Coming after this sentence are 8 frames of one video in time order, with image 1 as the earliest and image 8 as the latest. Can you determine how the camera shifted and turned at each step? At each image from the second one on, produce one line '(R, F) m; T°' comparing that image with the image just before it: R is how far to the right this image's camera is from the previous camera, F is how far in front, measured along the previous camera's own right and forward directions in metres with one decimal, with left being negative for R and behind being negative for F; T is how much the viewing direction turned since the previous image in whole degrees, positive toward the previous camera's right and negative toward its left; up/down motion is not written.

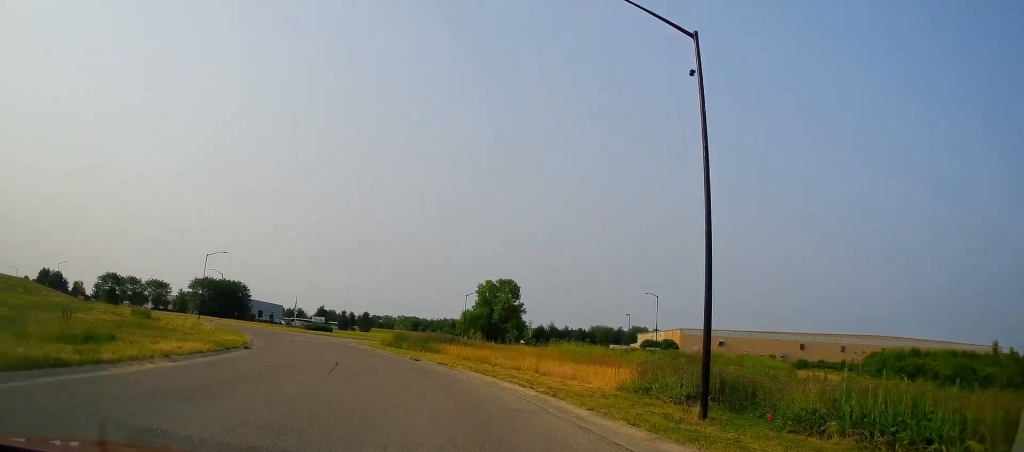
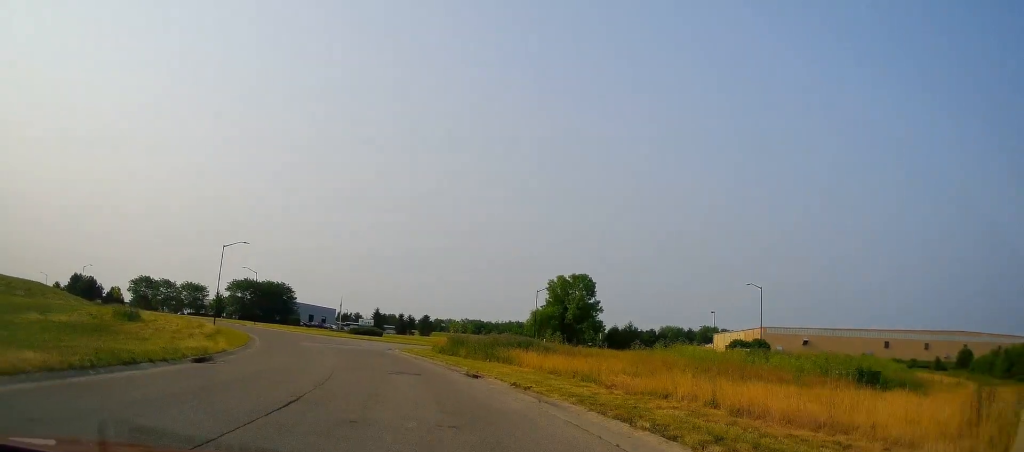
(+0.1, +13.2) m; +1°
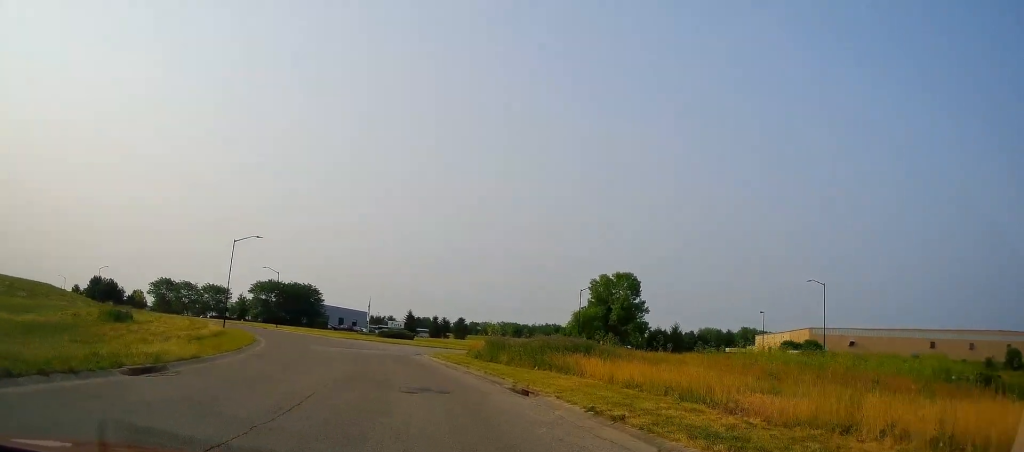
(+0.3, +6.4) m; -1°
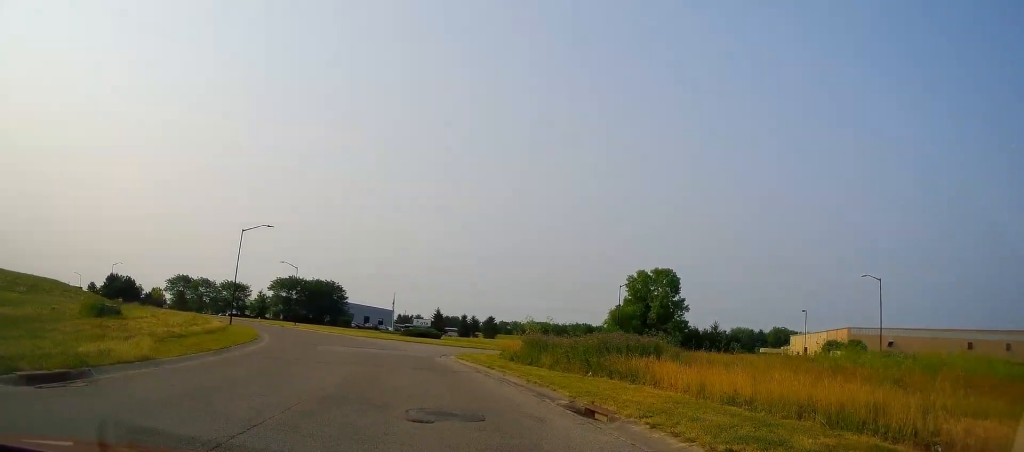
(-0.1, +5.2) m; -3°
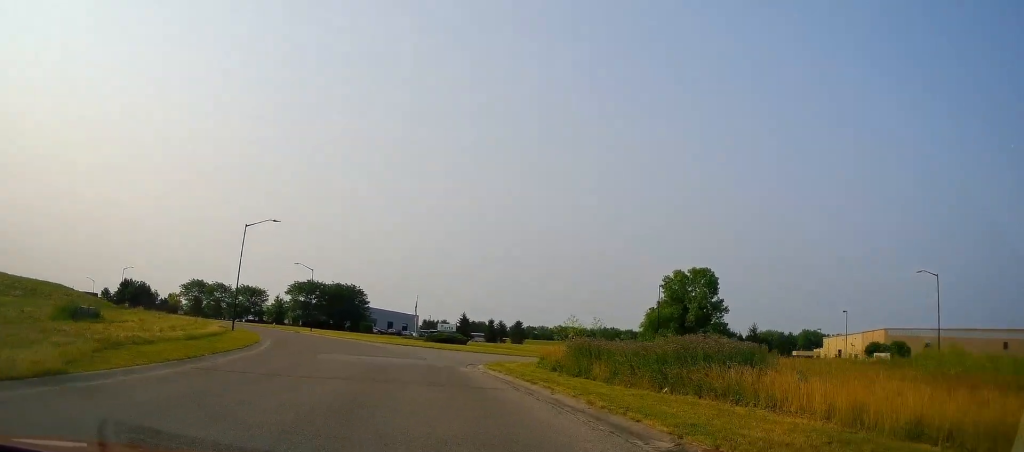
(-0.2, +5.3) m; -4°
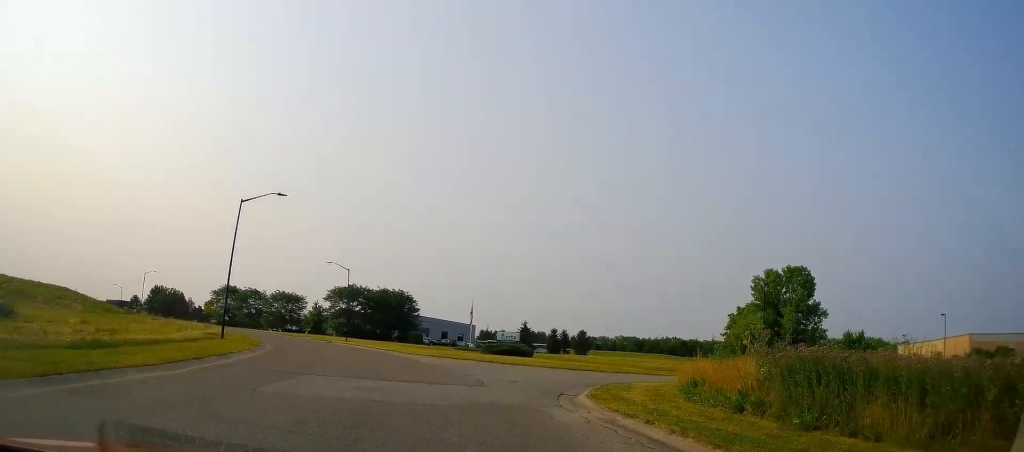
(-1.1, +12.3) m; -6°
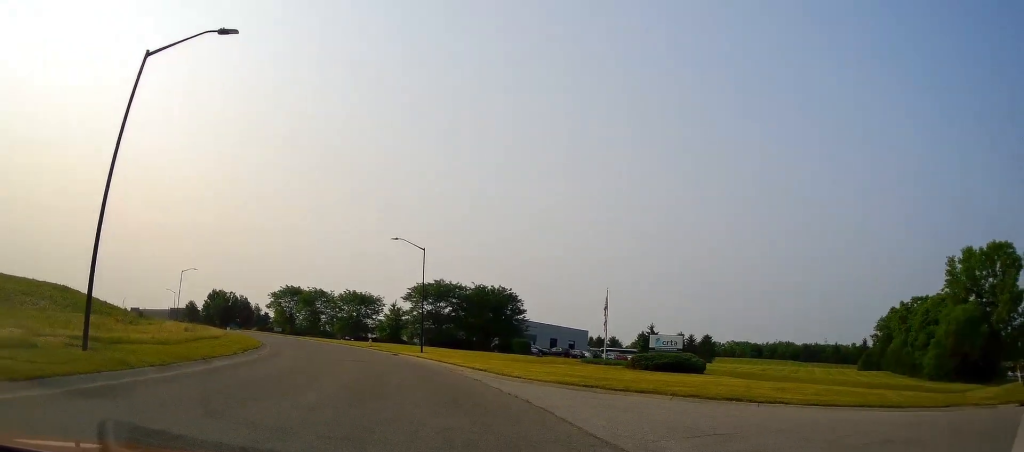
(-1.9, +21.8) m; -12°
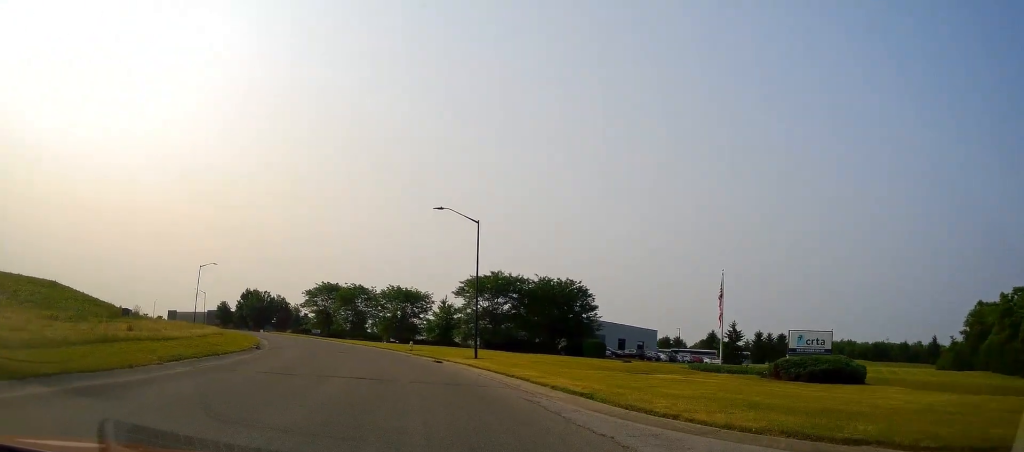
(-0.7, +12.4) m; -5°
